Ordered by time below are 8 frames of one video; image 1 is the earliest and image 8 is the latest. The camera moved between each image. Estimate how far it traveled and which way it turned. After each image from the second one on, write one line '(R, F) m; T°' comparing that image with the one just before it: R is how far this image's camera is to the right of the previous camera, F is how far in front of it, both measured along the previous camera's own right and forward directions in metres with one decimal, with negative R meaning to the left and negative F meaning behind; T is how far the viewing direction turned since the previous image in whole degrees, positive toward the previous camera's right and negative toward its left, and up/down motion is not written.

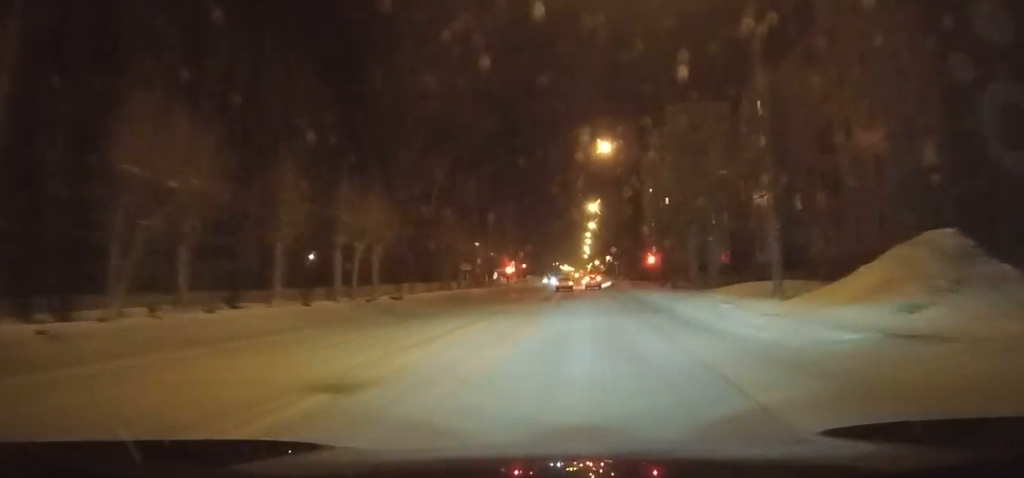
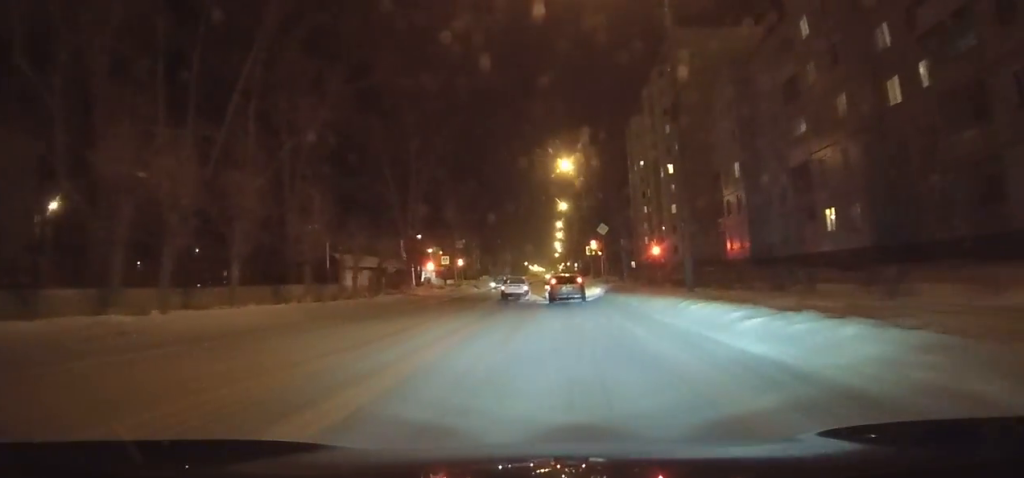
(-0.8, +32.0) m; -1°
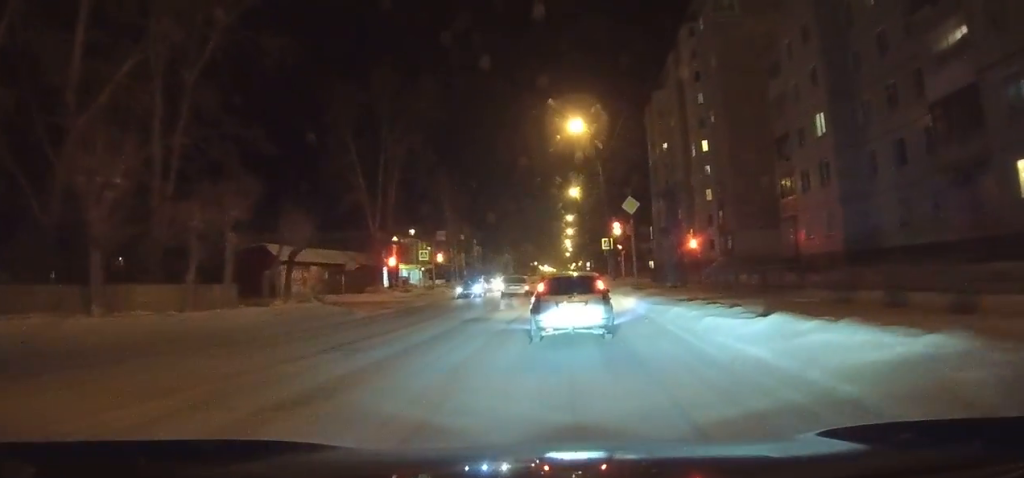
(+0.3, +16.8) m; +2°
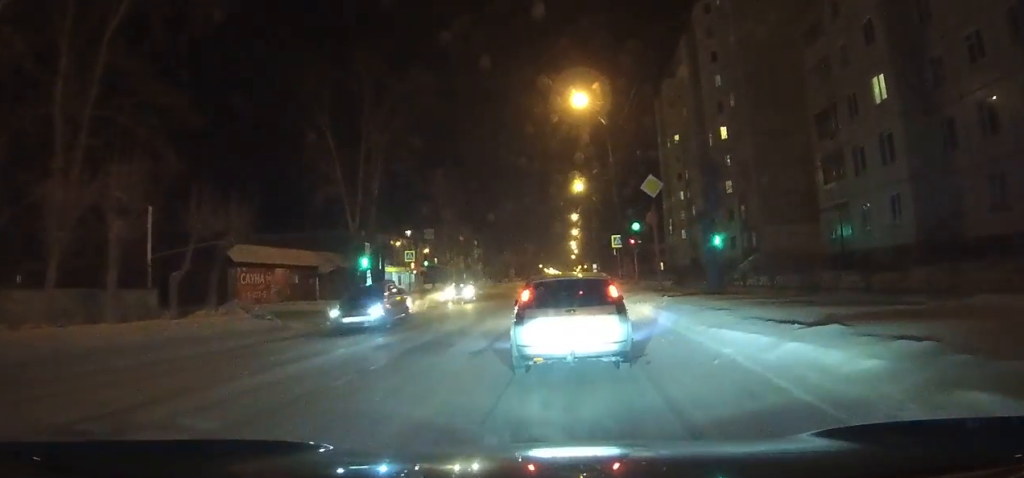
(+0.3, +13.2) m; +1°
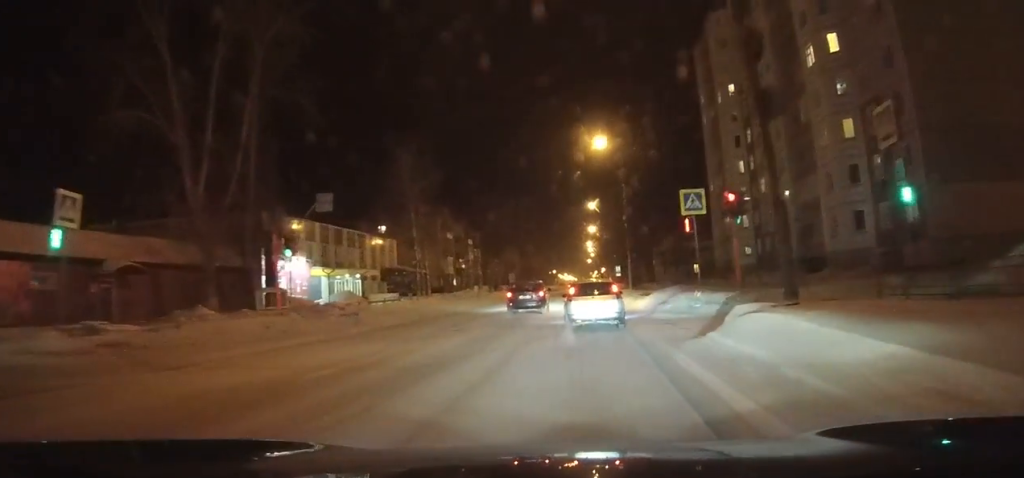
(+0.8, +32.6) m; +3°
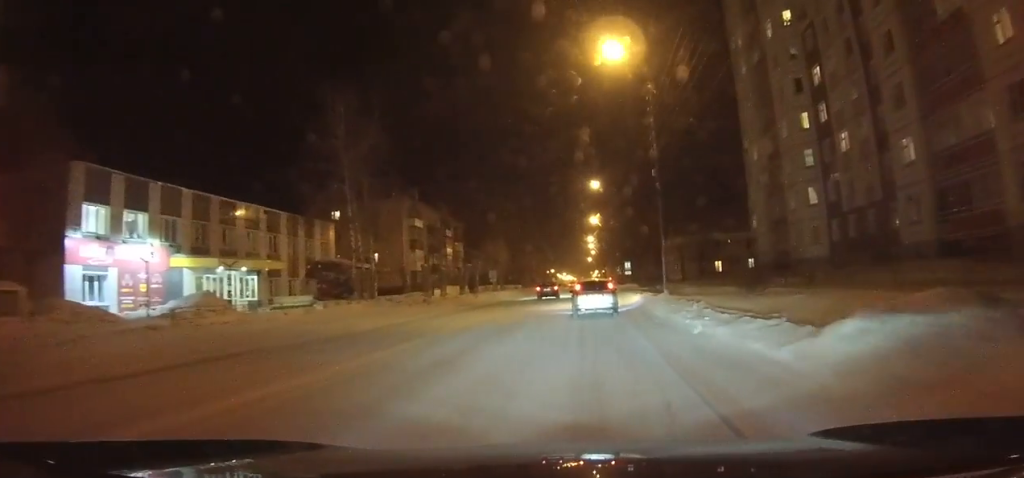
(+0.2, +16.5) m; +3°
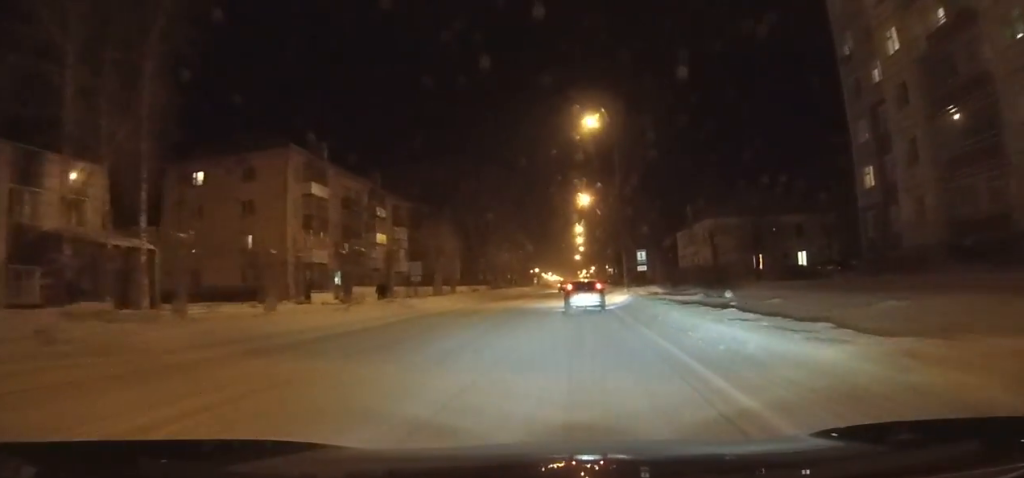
(+1.3, +23.6) m; 0°
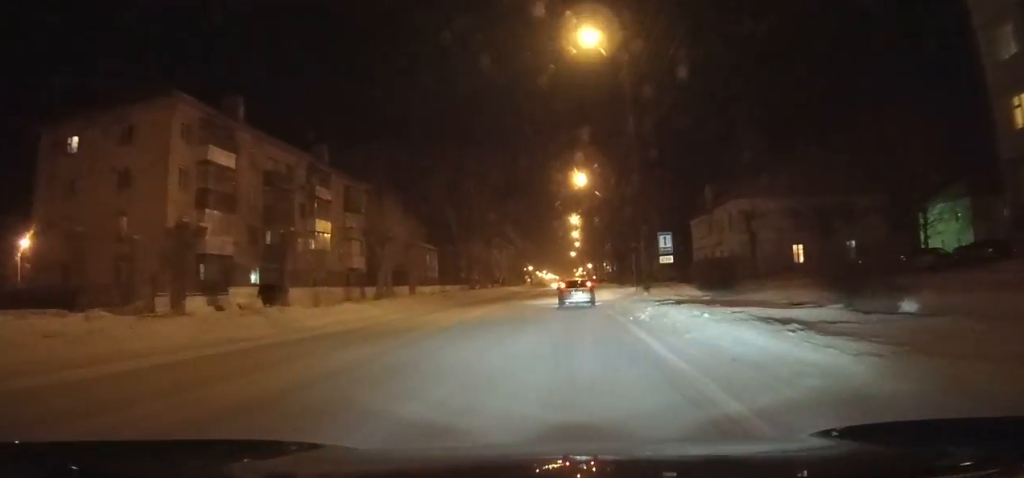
(0.0, +13.2) m; -4°
